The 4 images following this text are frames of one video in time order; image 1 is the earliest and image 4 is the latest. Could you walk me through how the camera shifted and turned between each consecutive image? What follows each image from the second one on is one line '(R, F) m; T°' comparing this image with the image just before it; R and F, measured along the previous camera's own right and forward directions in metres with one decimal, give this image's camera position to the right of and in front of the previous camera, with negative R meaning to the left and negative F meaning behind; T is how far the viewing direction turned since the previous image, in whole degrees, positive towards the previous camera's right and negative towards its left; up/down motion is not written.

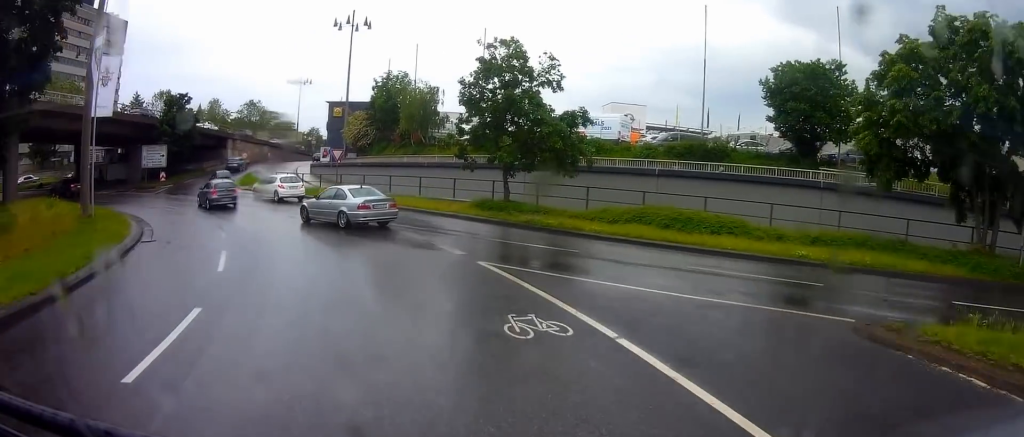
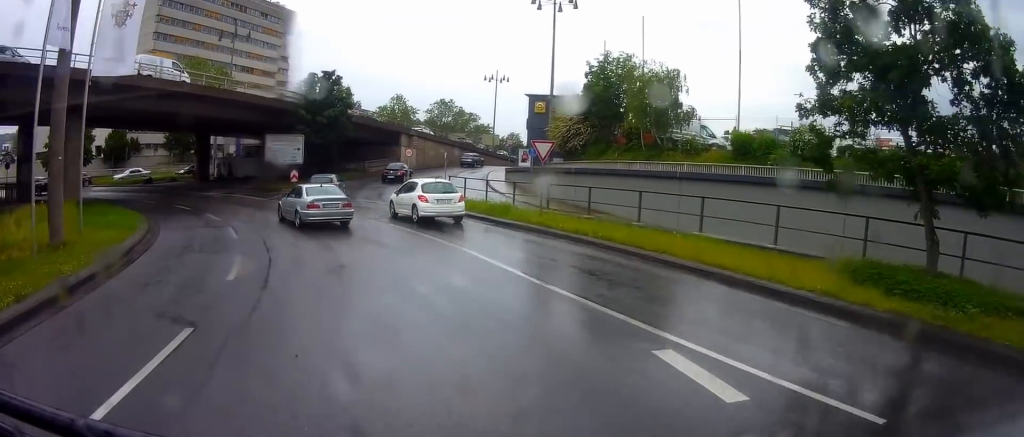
(-2.3, +13.8) m; -18°
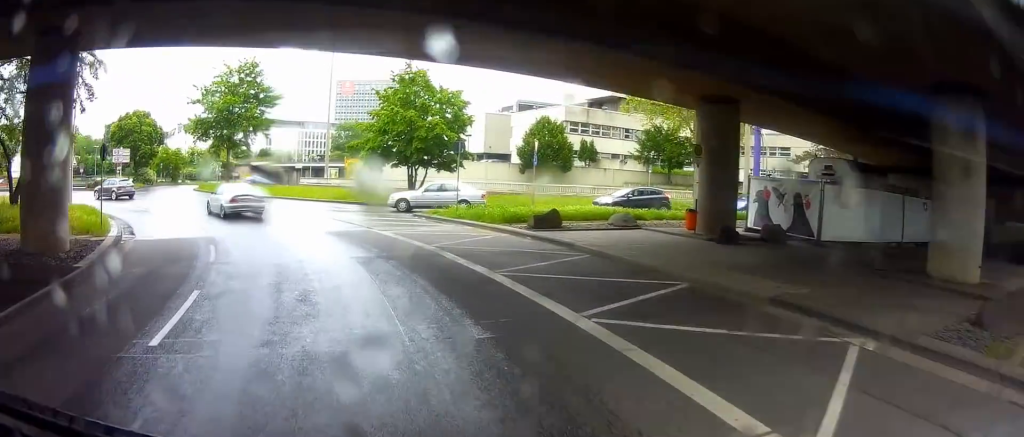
(-11.2, +35.3) m; -45°
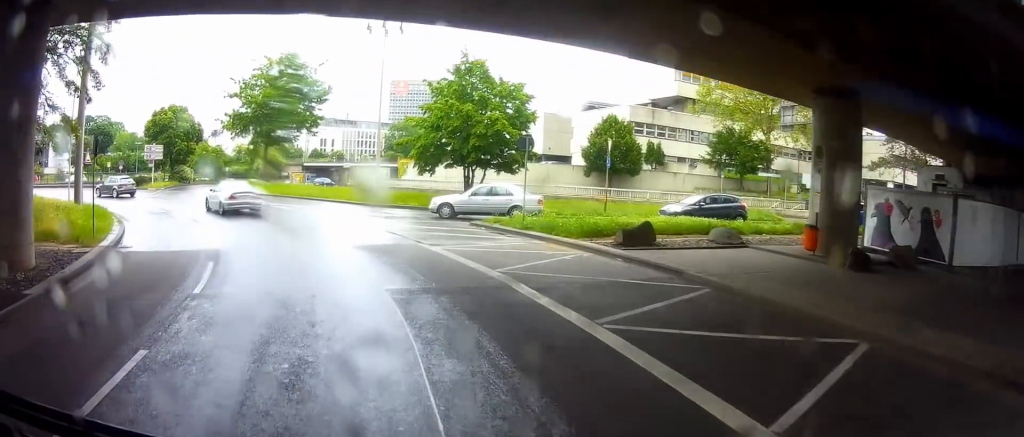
(-0.8, +3.6) m; -6°
